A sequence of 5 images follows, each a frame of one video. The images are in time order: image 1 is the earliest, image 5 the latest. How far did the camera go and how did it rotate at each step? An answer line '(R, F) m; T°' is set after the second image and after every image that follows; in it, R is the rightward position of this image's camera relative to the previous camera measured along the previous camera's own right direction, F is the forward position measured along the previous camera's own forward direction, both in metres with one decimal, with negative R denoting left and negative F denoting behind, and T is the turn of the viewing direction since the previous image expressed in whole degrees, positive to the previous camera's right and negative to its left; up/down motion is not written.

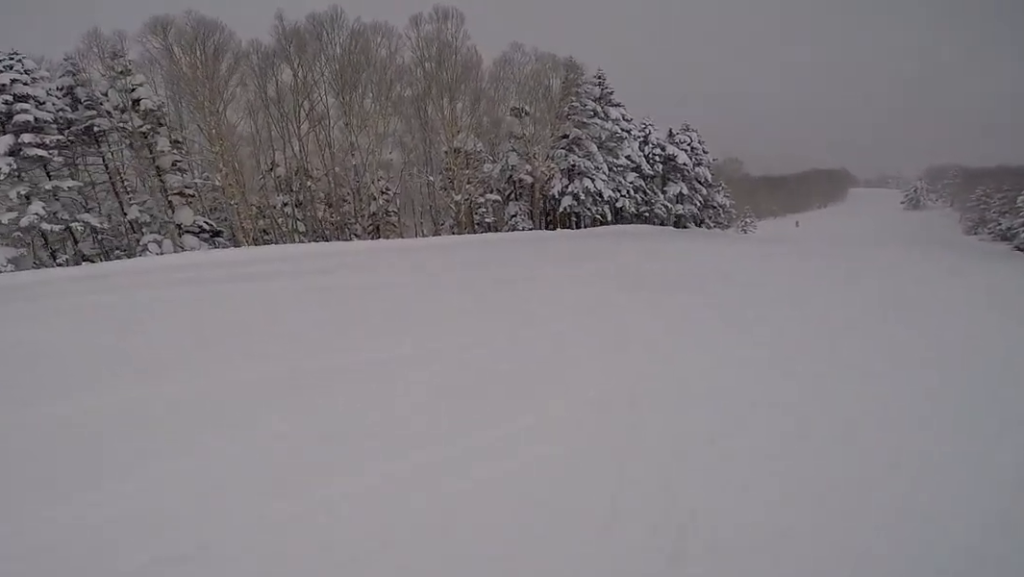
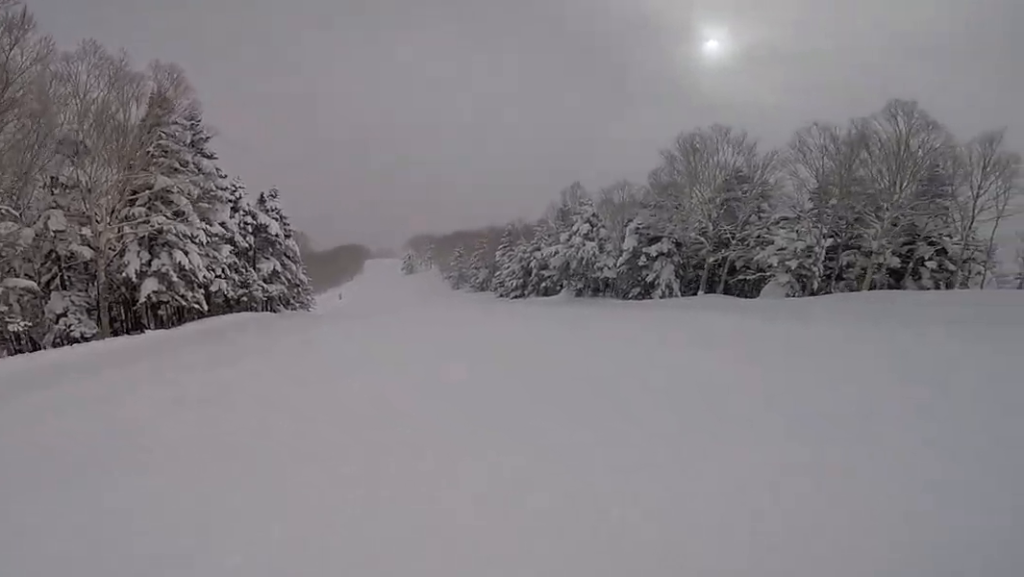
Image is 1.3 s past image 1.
(+1.2, +8.1) m; +31°
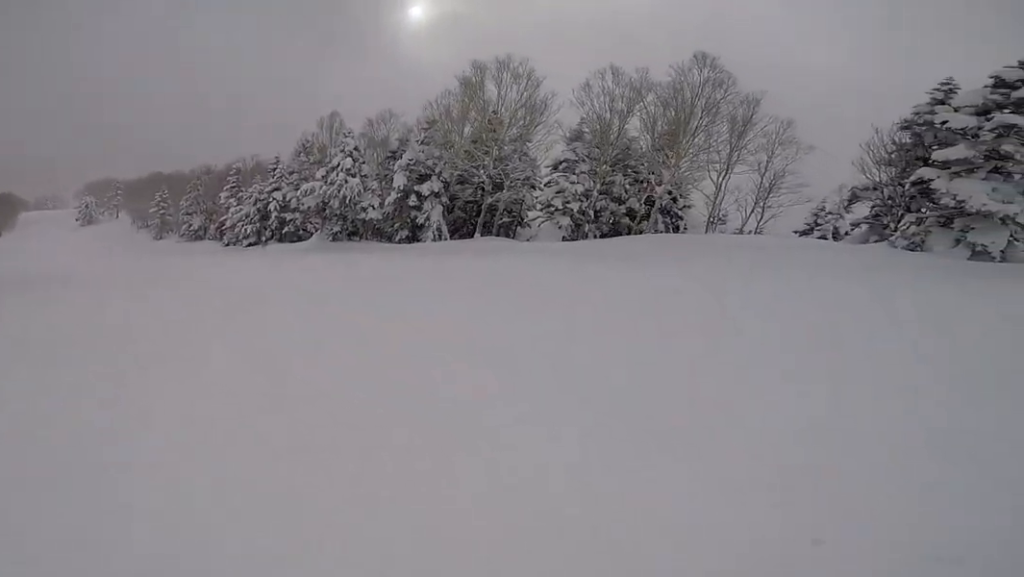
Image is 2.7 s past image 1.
(+3.1, +7.6) m; +31°
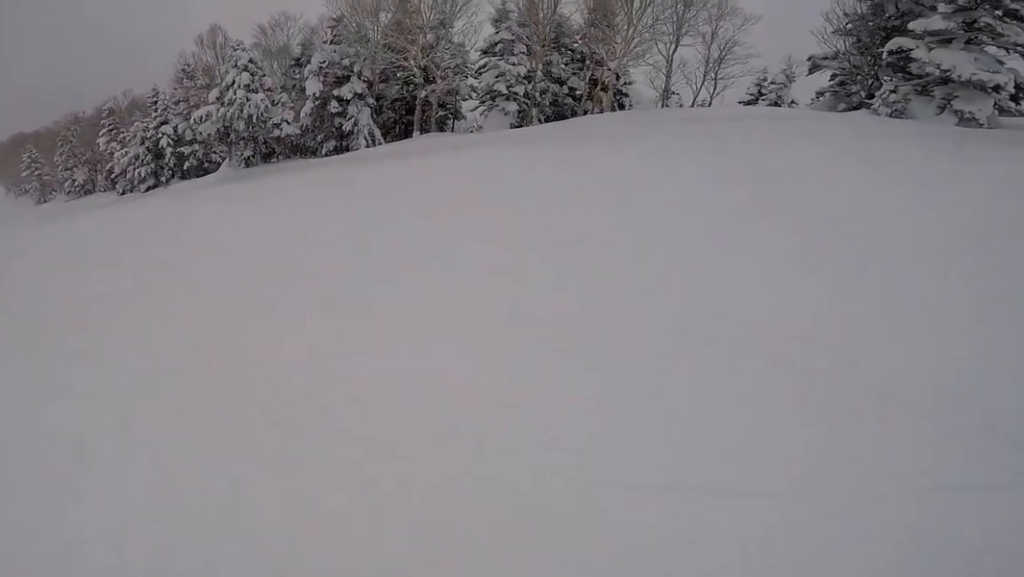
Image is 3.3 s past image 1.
(+0.6, +3.6) m; +1°
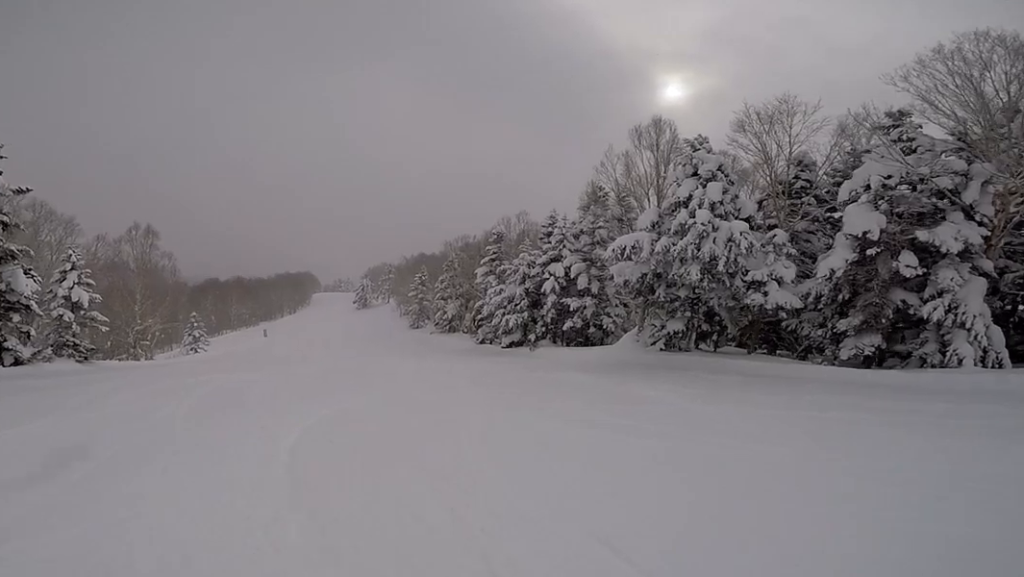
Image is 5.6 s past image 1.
(-4.7, +14.1) m; -20°
